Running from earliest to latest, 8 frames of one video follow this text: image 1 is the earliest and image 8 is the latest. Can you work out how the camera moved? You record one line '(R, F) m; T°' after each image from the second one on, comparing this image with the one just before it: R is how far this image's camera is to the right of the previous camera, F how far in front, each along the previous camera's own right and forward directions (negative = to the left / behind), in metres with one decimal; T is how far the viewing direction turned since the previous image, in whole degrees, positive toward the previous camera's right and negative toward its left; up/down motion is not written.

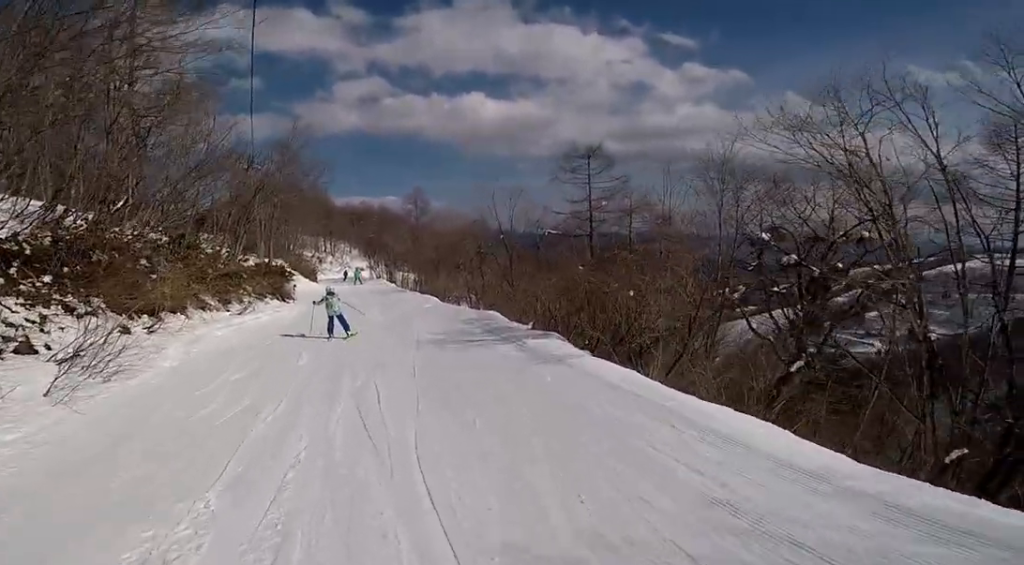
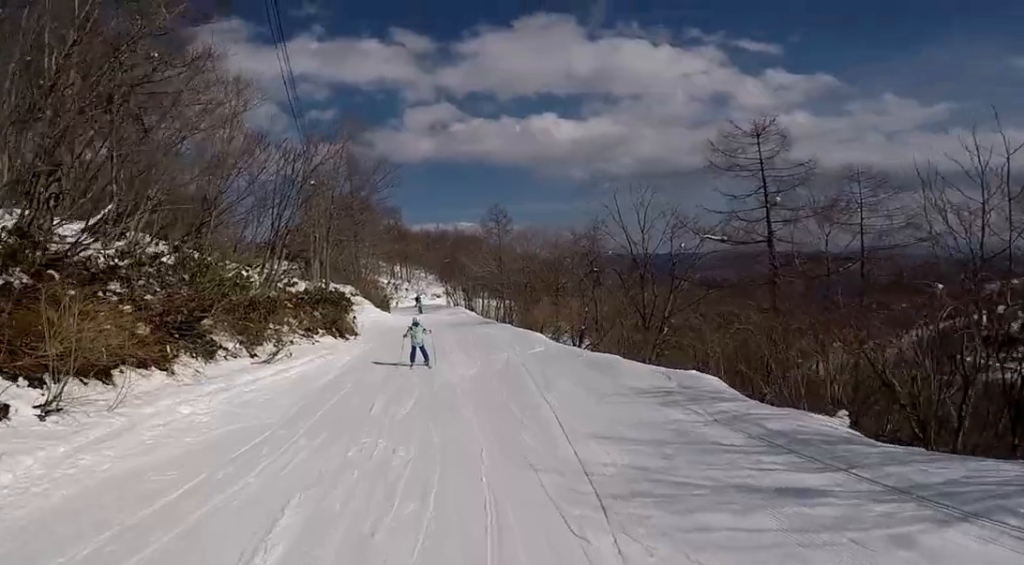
(0.0, +6.4) m; 0°
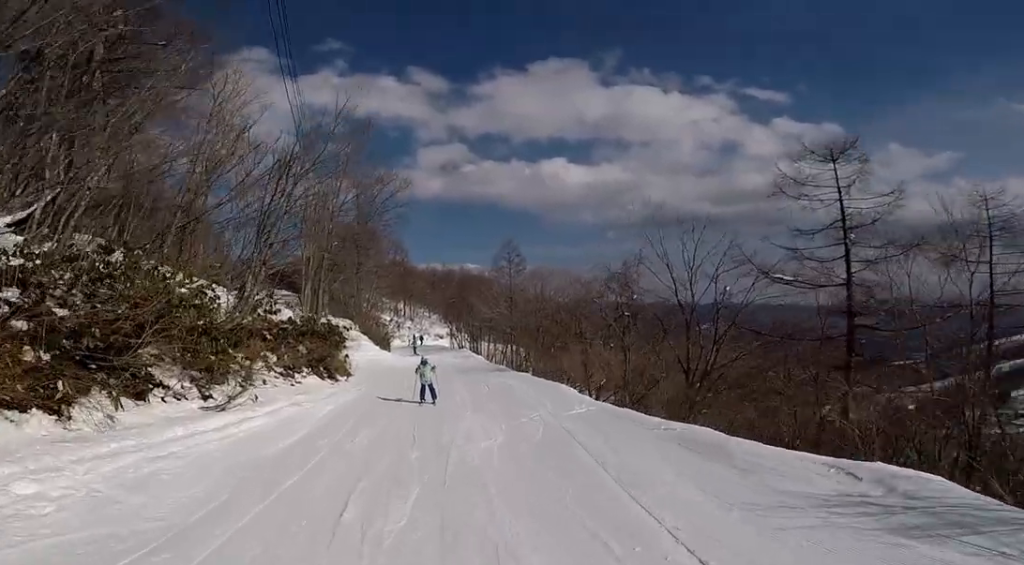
(0.0, +3.1) m; 0°
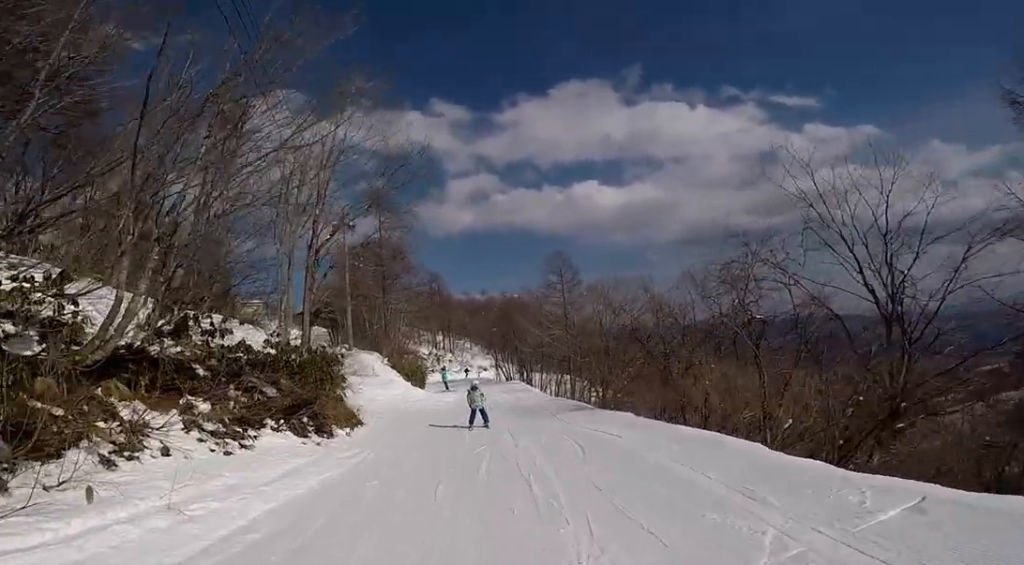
(0.0, +6.2) m; 0°
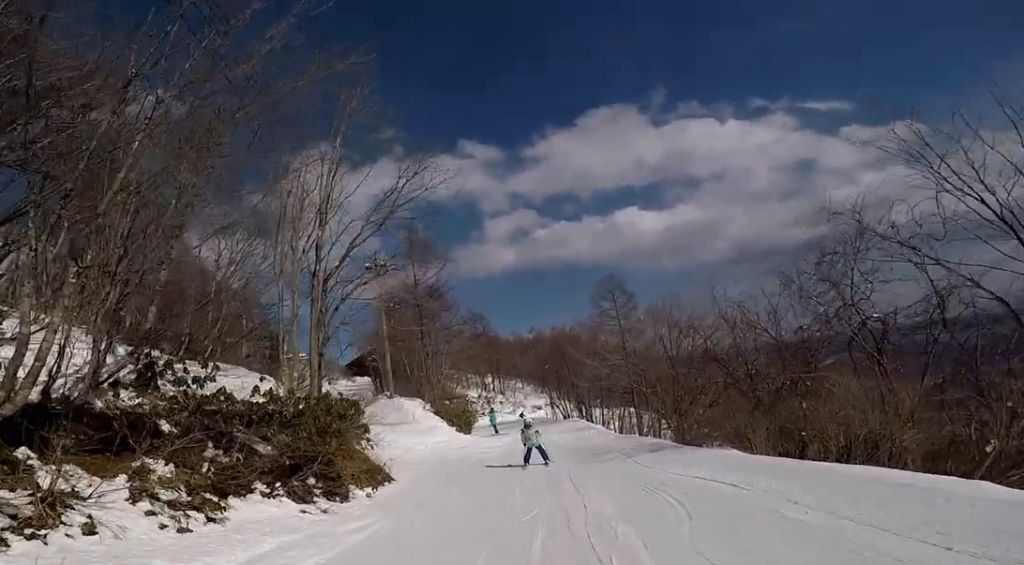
(0.0, +2.3) m; 0°
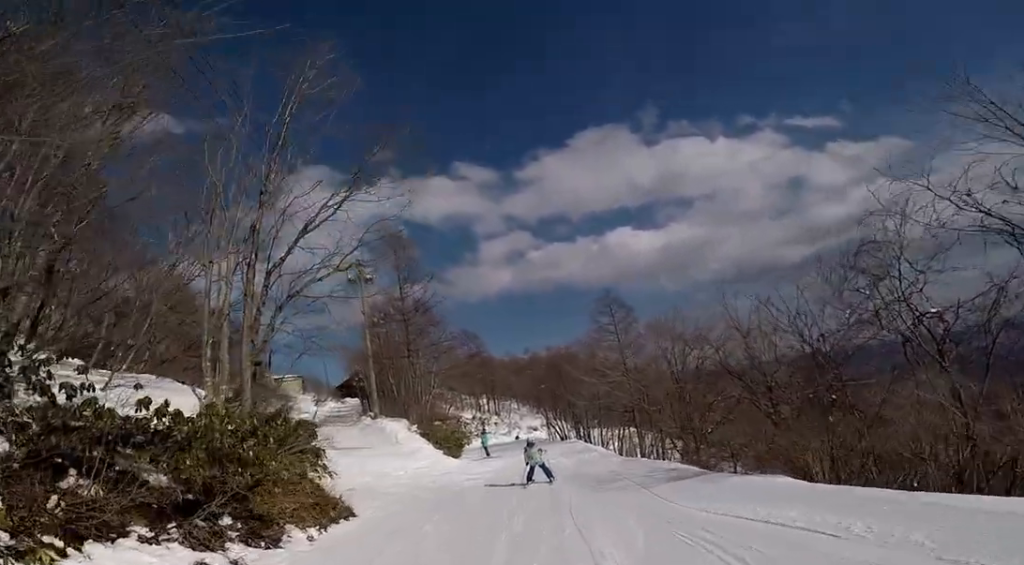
(0.0, +2.2) m; 0°
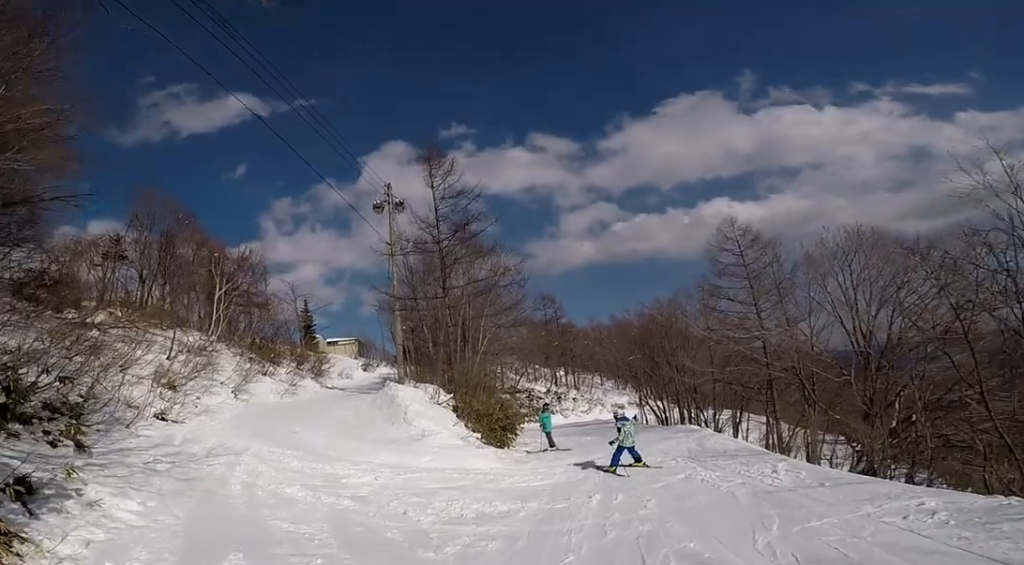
(0.0, +8.3) m; 0°
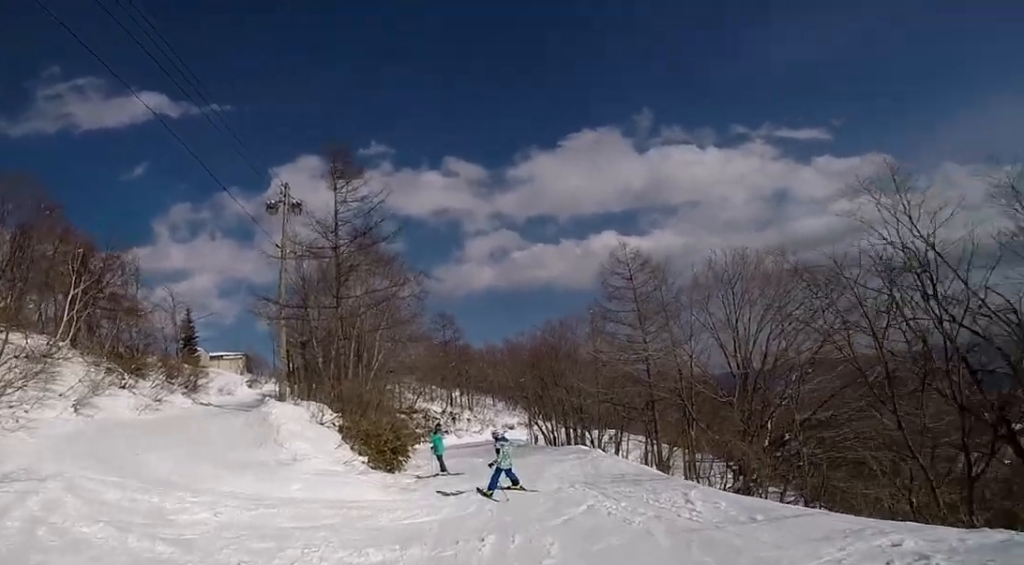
(0.0, +1.5) m; 0°
